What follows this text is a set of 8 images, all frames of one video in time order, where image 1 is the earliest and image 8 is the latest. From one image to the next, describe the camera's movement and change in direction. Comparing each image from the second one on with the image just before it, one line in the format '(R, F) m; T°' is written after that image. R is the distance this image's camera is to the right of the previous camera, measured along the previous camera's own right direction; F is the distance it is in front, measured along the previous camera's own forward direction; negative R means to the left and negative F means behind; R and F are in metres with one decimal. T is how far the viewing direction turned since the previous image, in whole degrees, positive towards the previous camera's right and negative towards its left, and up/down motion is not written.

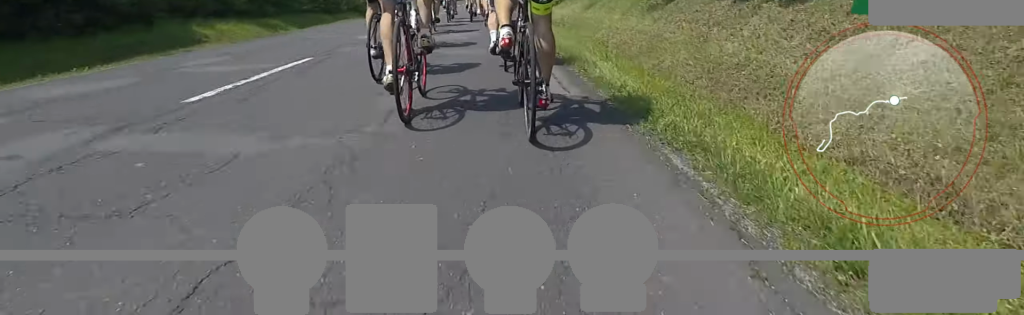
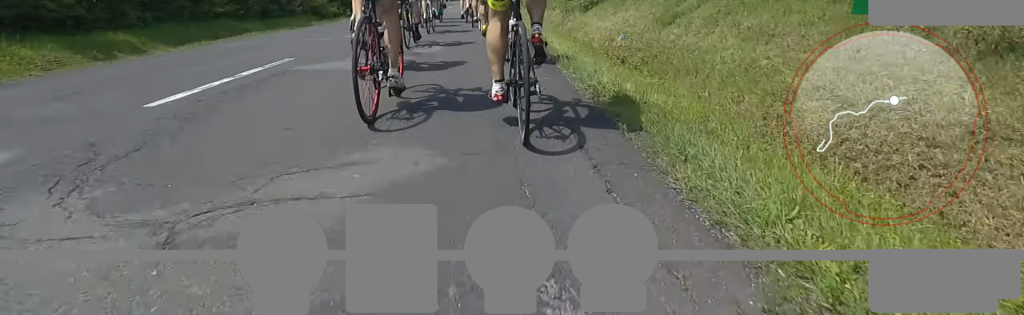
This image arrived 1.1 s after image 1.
(0.0, +9.2) m; 0°
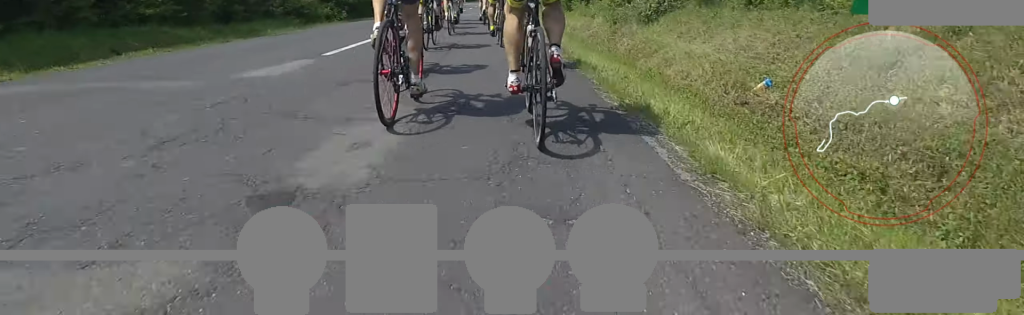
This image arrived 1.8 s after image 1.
(0.0, +5.6) m; 0°
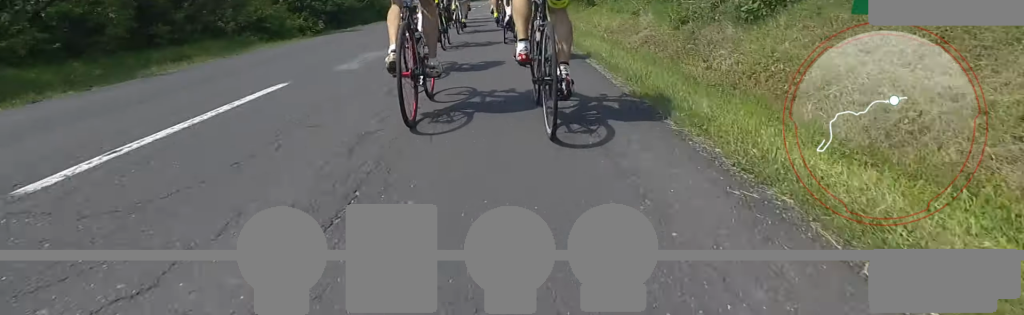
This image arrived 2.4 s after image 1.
(0.0, +5.4) m; 0°
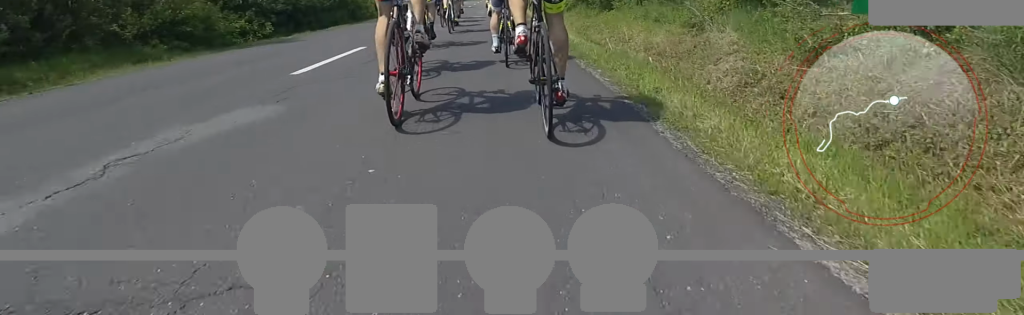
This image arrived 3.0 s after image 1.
(0.0, +5.0) m; 0°
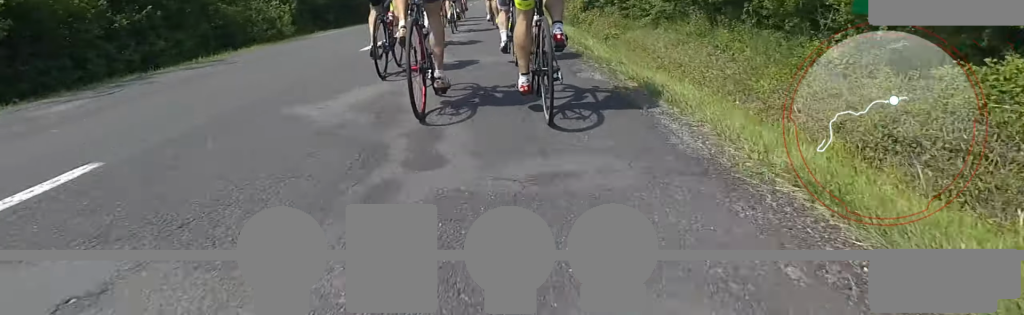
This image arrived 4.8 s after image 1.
(0.0, +15.3) m; 0°
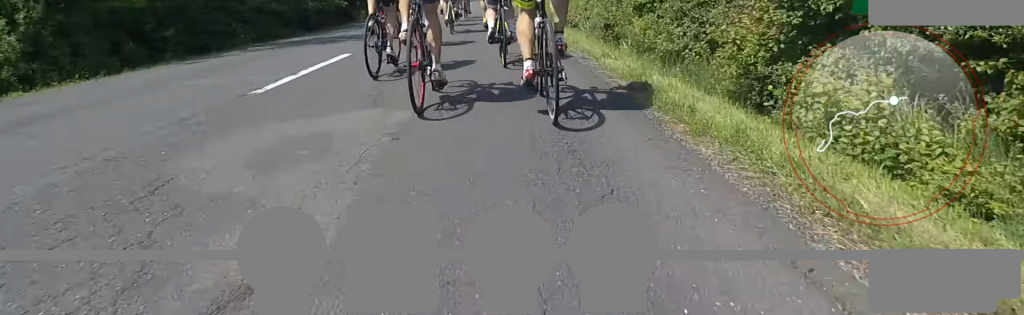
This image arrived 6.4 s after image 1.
(0.0, +13.3) m; 0°
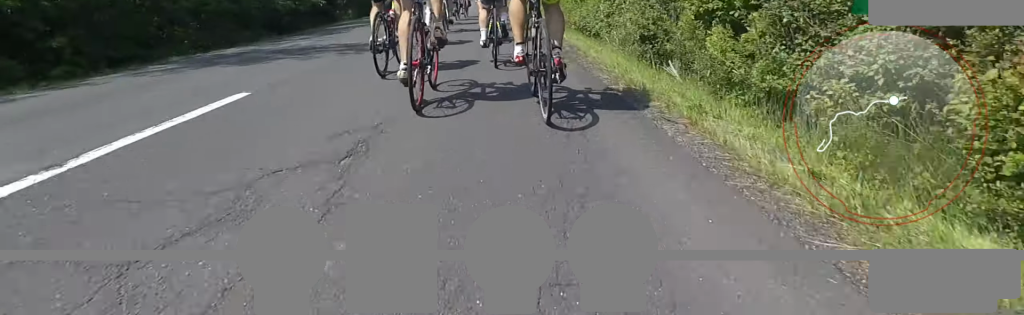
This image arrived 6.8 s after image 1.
(0.0, +3.5) m; 0°
